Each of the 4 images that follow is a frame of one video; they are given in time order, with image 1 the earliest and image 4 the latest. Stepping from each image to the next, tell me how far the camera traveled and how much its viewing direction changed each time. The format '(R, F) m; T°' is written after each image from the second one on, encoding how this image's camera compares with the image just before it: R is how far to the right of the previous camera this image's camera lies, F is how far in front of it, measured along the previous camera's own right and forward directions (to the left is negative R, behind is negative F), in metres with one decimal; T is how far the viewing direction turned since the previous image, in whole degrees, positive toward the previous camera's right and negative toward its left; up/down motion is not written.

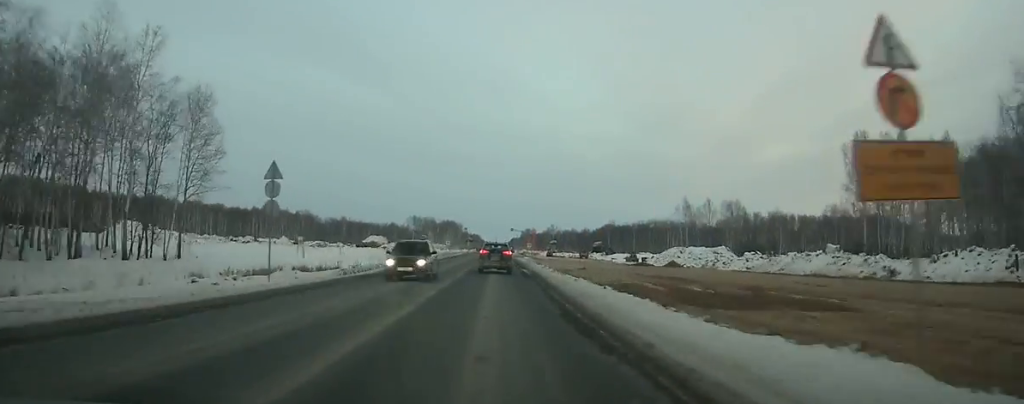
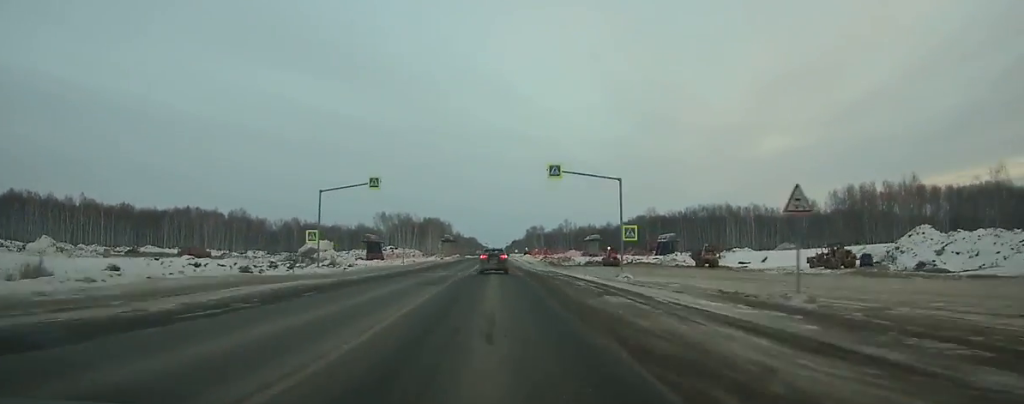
(-0.3, +122.7) m; 0°
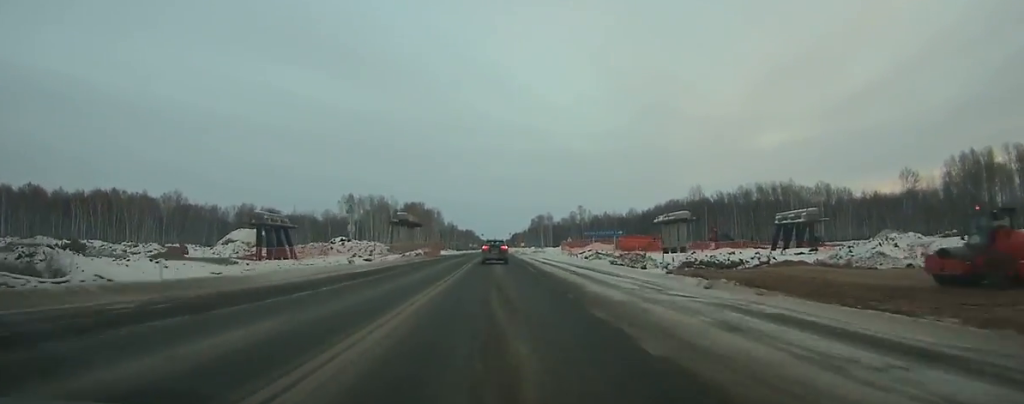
(-0.1, +78.1) m; 0°
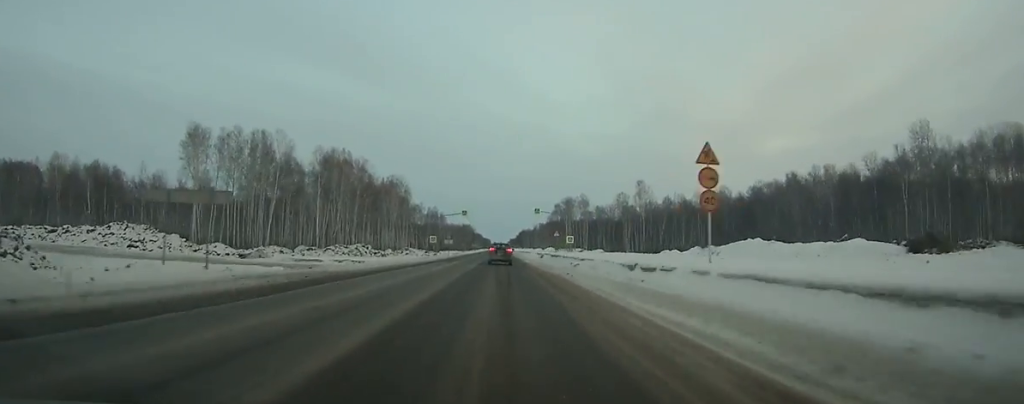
(+0.2, +148.1) m; 0°
